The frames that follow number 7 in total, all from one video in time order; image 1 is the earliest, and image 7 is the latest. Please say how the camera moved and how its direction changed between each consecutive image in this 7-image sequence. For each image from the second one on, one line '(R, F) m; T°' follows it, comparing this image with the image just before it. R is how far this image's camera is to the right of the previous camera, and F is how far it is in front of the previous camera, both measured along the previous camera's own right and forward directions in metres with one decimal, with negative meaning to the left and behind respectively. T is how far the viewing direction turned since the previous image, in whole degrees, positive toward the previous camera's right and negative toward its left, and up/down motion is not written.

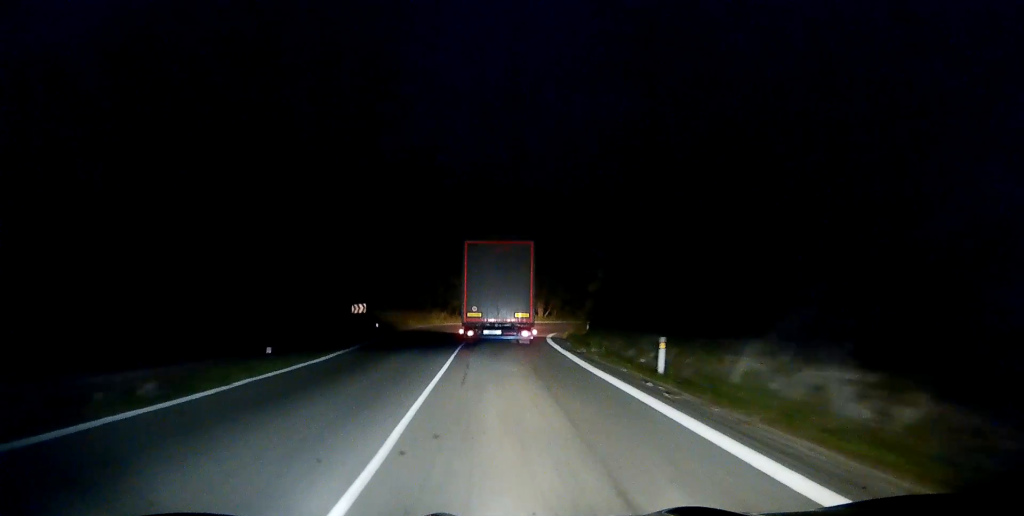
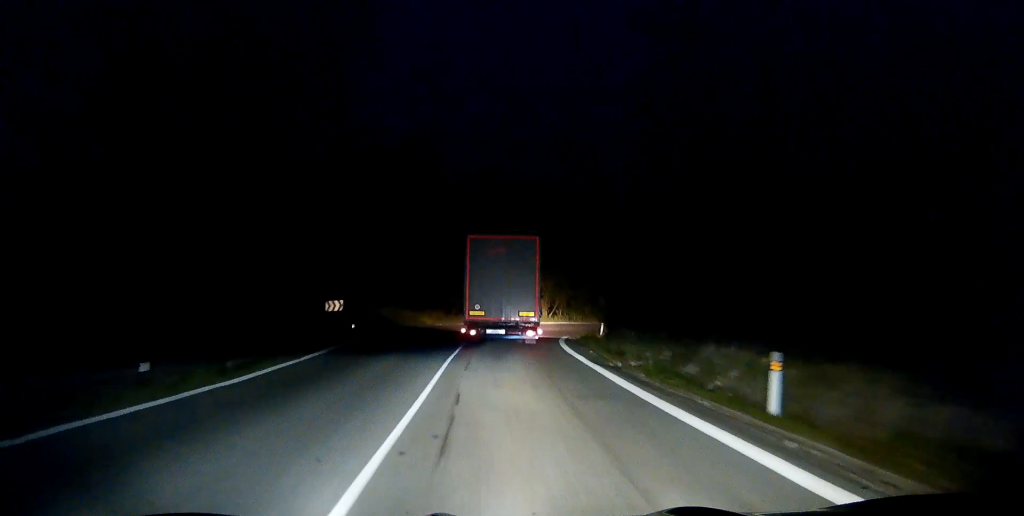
(0.0, +7.5) m; 0°
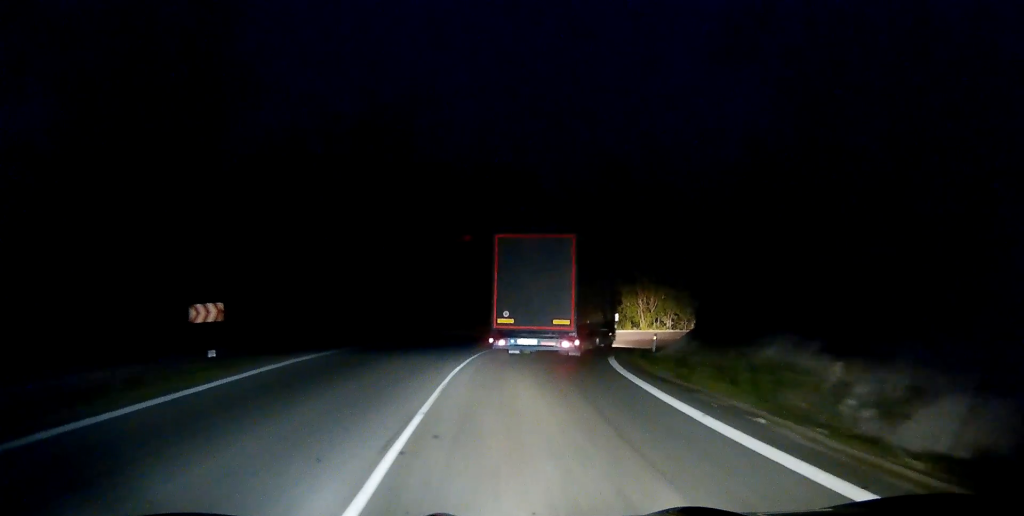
(+0.1, +17.4) m; +2°
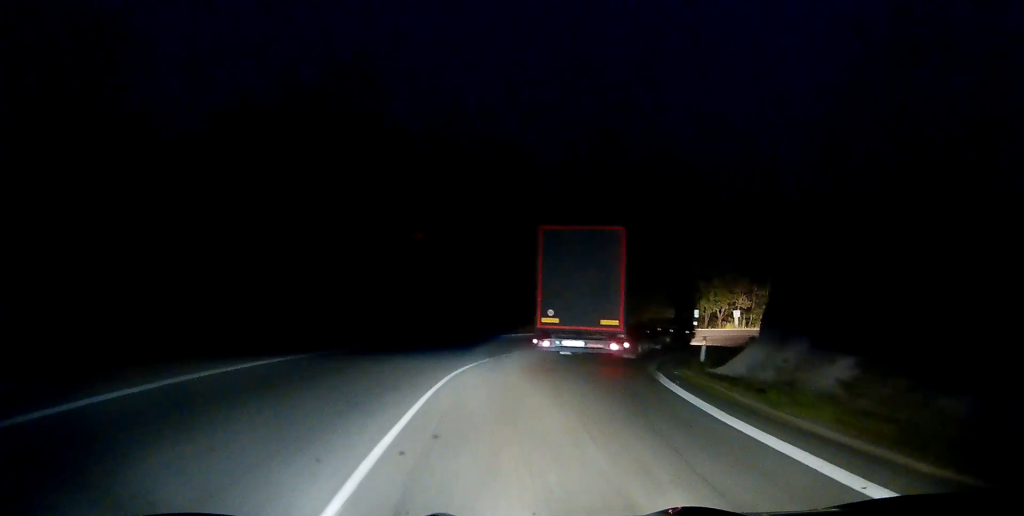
(+0.3, +10.5) m; +7°
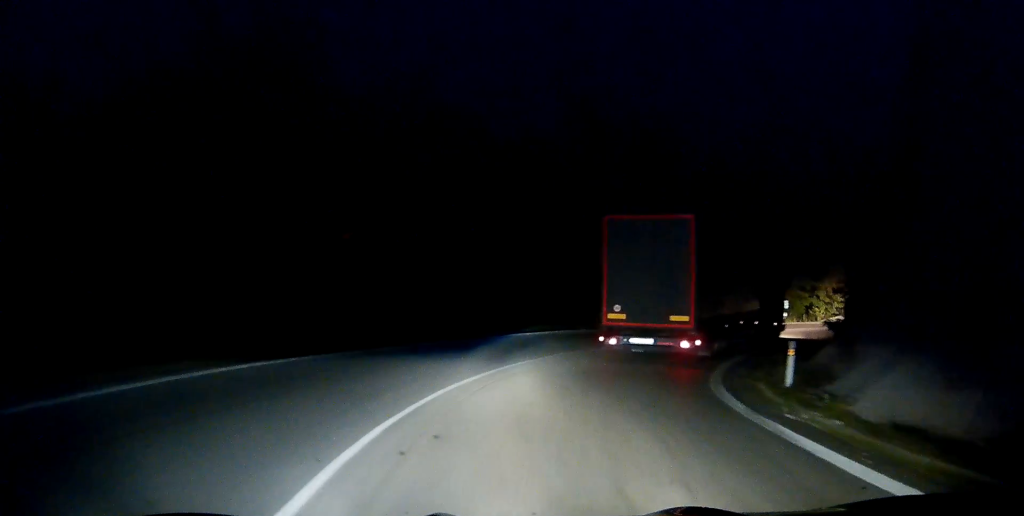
(+0.9, +9.6) m; +7°
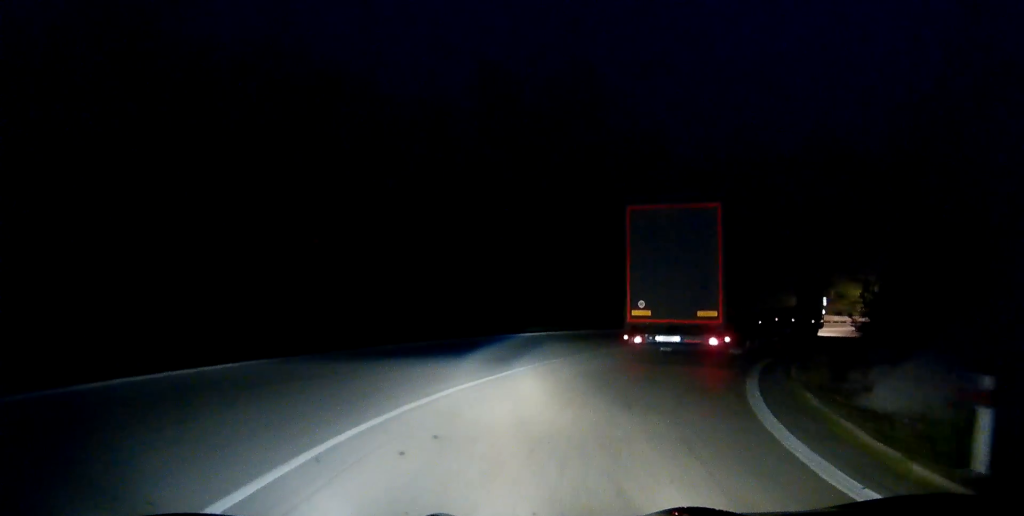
(+0.4, +8.9) m; +8°
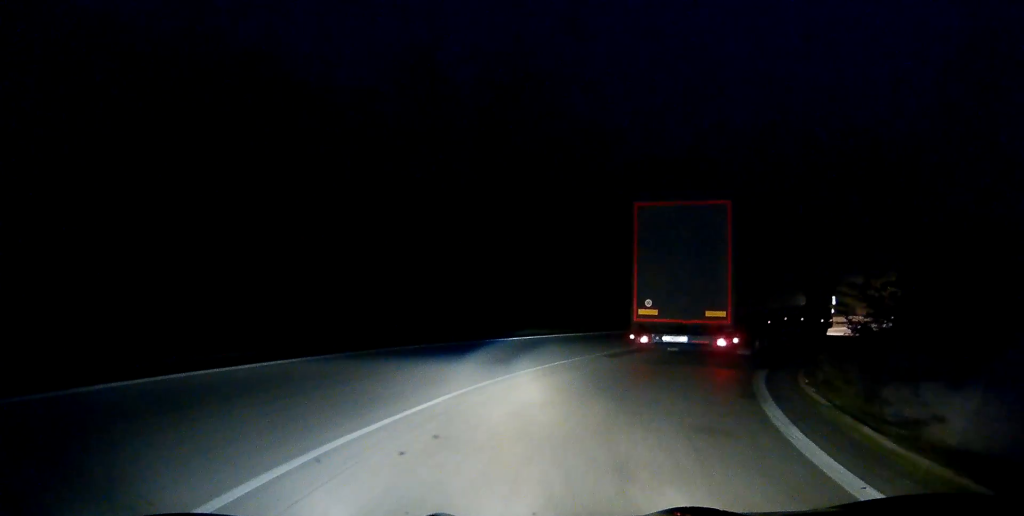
(-0.4, +4.3) m; +4°
